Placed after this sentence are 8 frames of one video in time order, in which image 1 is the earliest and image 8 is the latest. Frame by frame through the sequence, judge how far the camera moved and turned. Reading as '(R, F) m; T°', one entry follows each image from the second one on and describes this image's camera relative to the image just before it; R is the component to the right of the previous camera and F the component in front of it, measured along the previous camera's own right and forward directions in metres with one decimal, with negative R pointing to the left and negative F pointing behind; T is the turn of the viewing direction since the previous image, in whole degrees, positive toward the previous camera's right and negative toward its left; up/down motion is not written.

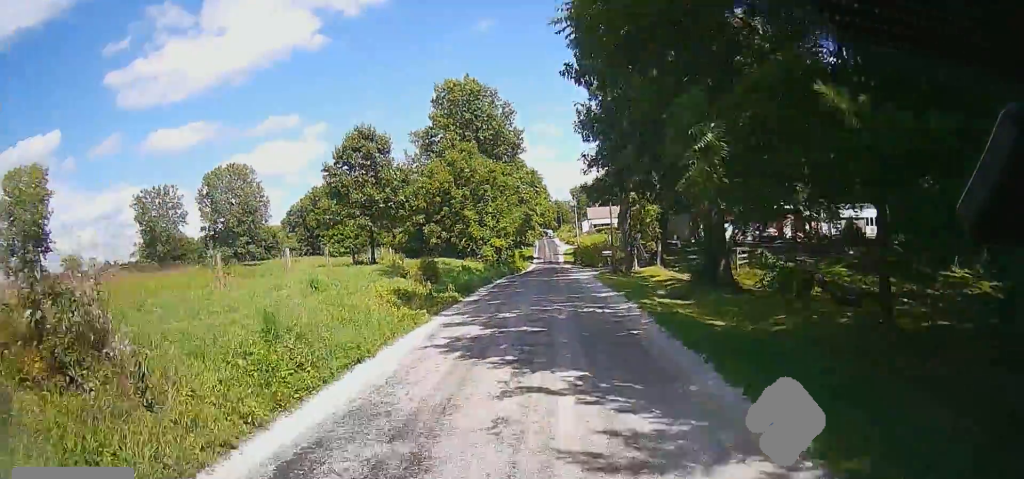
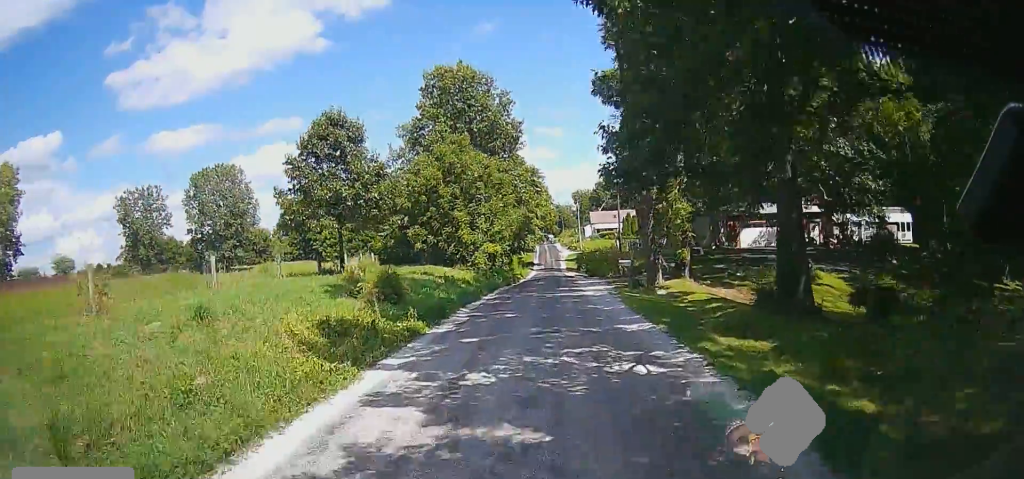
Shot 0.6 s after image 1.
(0.0, +7.0) m; 0°
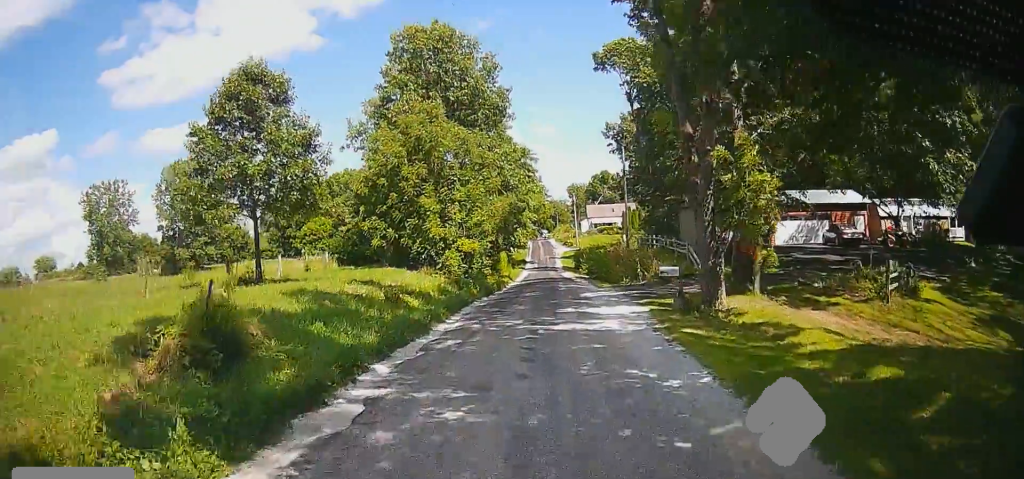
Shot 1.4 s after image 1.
(0.0, +10.7) m; 0°
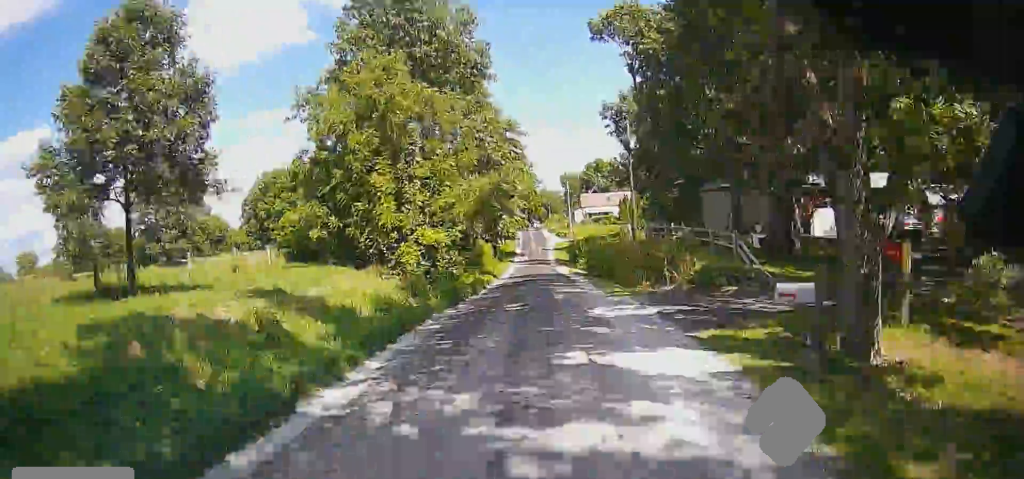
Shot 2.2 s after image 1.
(0.0, +9.0) m; 0°
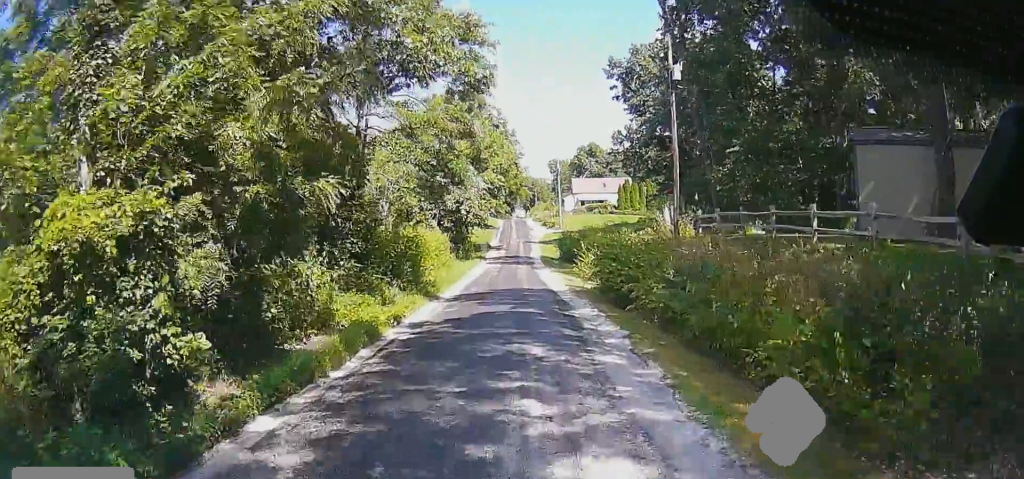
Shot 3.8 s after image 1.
(+0.1, +20.4) m; 0°
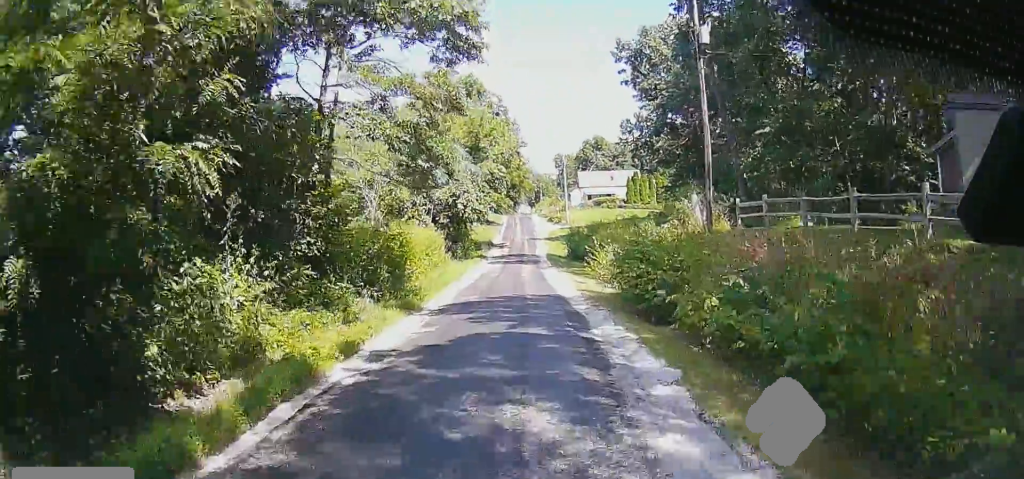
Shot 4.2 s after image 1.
(0.0, +4.9) m; 0°
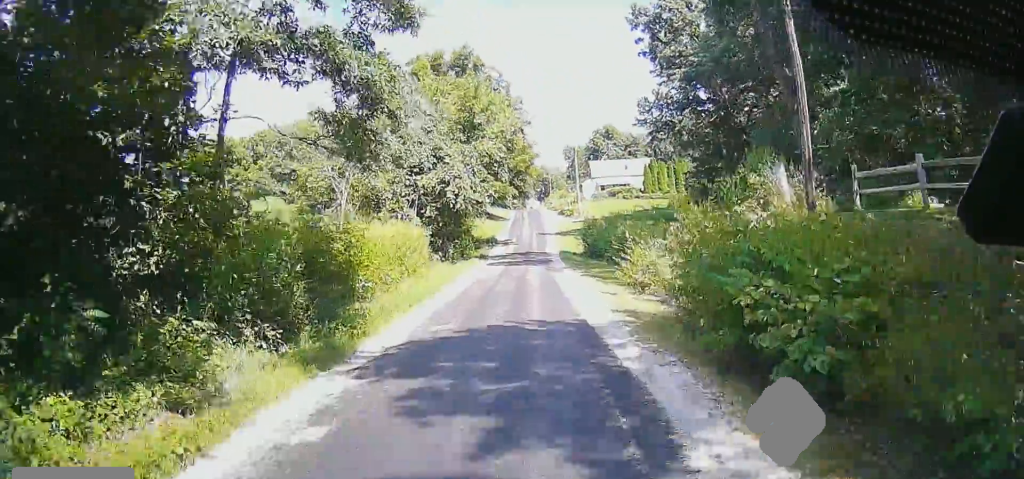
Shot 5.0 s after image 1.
(0.0, +8.9) m; 0°
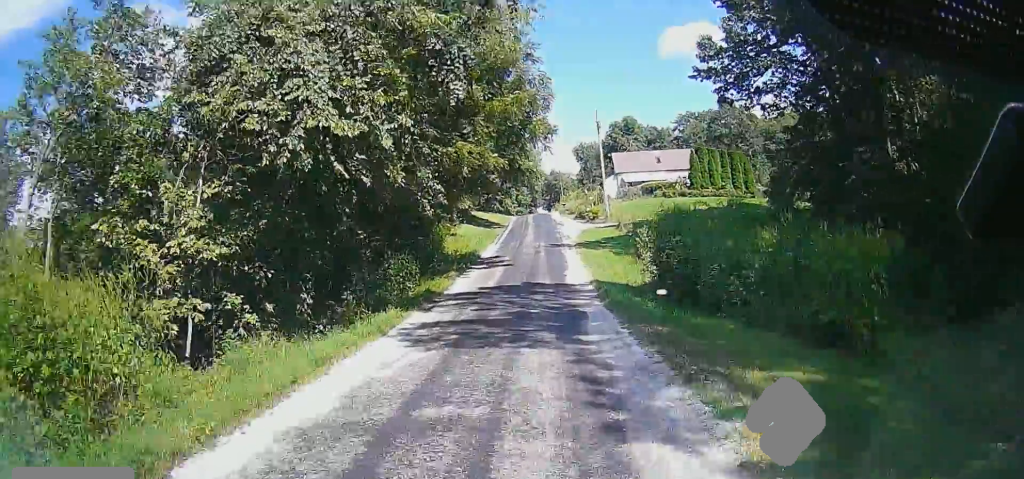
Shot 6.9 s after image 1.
(0.0, +23.3) m; 0°
